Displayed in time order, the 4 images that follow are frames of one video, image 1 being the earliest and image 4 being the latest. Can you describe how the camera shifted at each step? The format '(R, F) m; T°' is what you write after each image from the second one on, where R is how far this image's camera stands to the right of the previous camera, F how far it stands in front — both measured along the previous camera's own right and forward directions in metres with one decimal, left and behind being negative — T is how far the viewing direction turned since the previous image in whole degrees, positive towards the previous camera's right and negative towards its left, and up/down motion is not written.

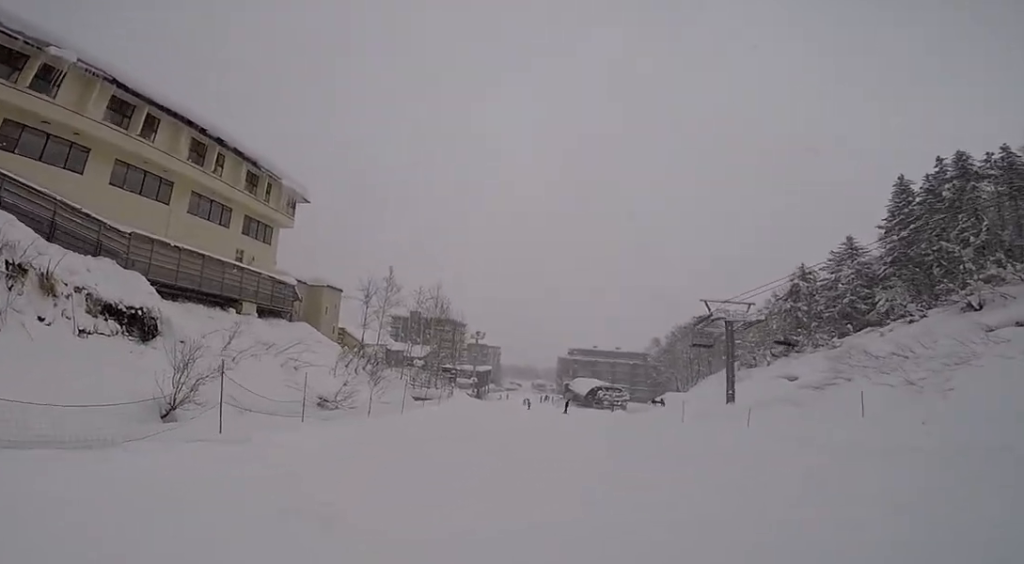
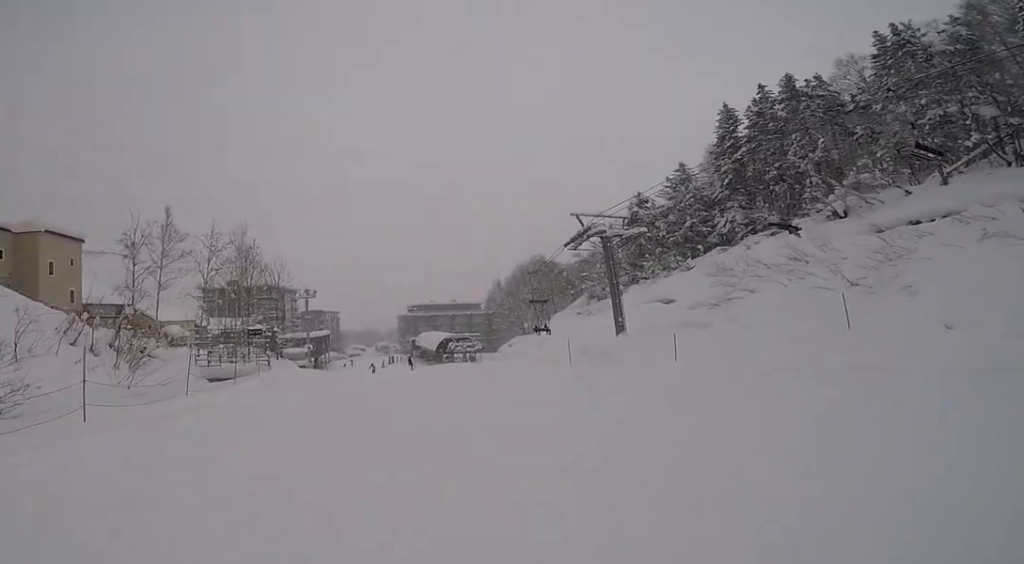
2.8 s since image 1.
(+1.2, +13.6) m; +7°
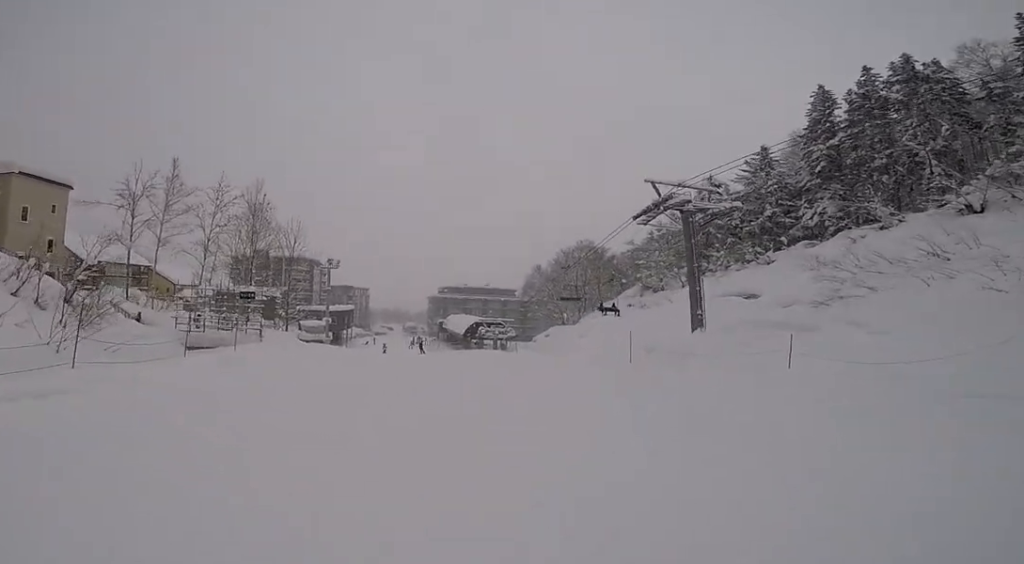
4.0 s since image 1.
(+0.4, +5.8) m; -1°
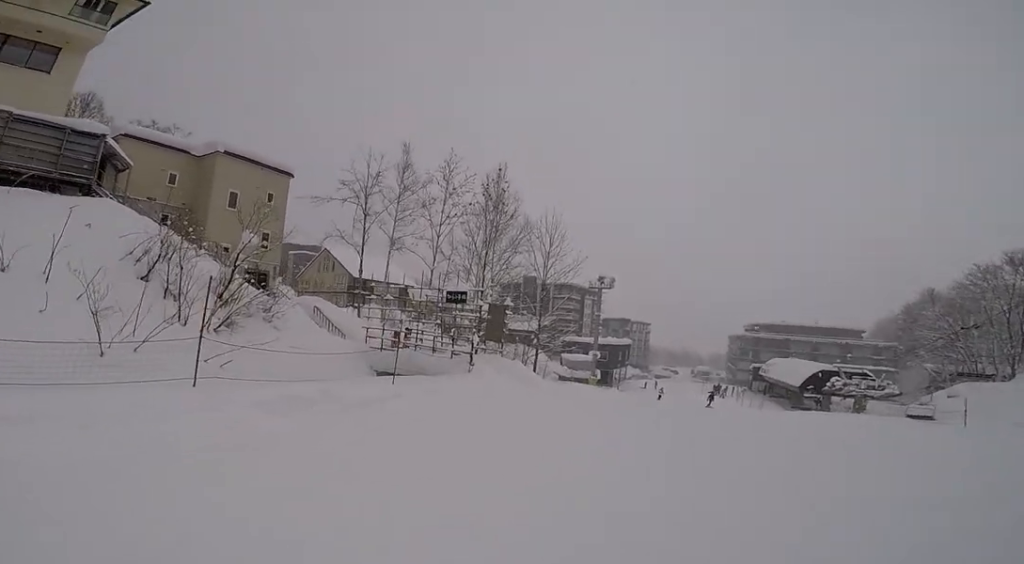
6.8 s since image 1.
(-2.4, +10.8) m; -34°
